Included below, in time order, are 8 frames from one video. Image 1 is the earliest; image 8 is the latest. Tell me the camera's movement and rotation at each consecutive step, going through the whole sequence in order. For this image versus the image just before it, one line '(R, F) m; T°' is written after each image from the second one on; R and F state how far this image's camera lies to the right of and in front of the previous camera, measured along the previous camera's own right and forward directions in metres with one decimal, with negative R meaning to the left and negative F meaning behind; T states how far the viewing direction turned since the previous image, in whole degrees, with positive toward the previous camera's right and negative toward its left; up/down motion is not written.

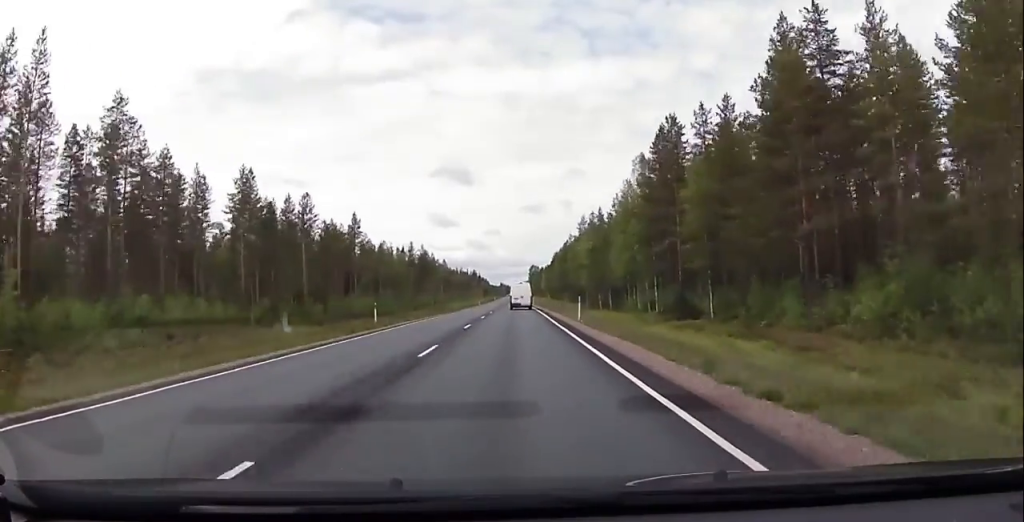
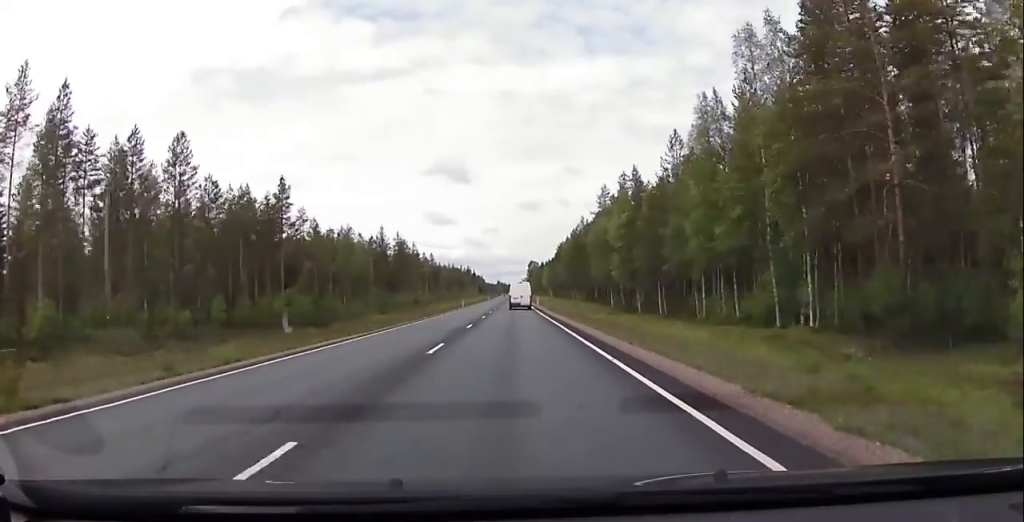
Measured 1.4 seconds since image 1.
(0.0, +34.8) m; 0°
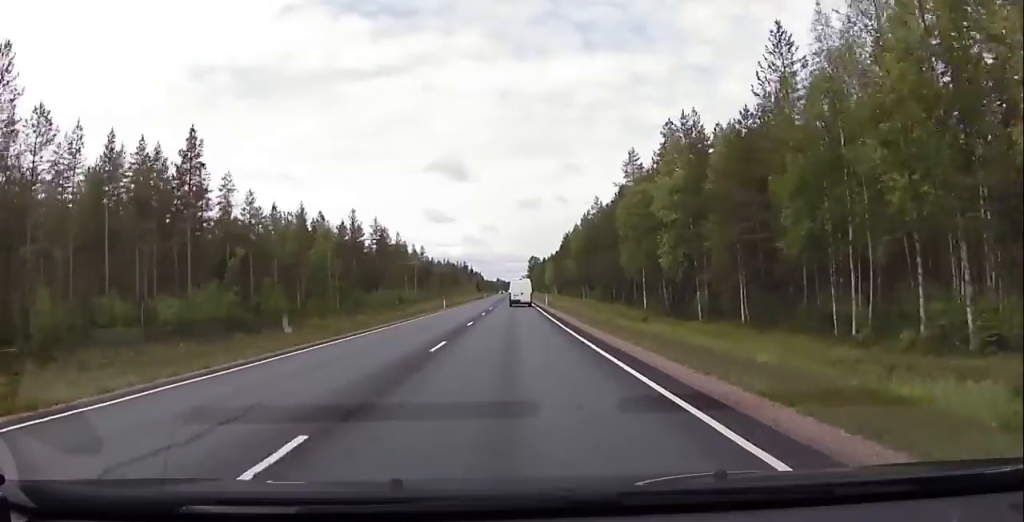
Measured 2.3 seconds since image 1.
(0.0, +23.5) m; 0°
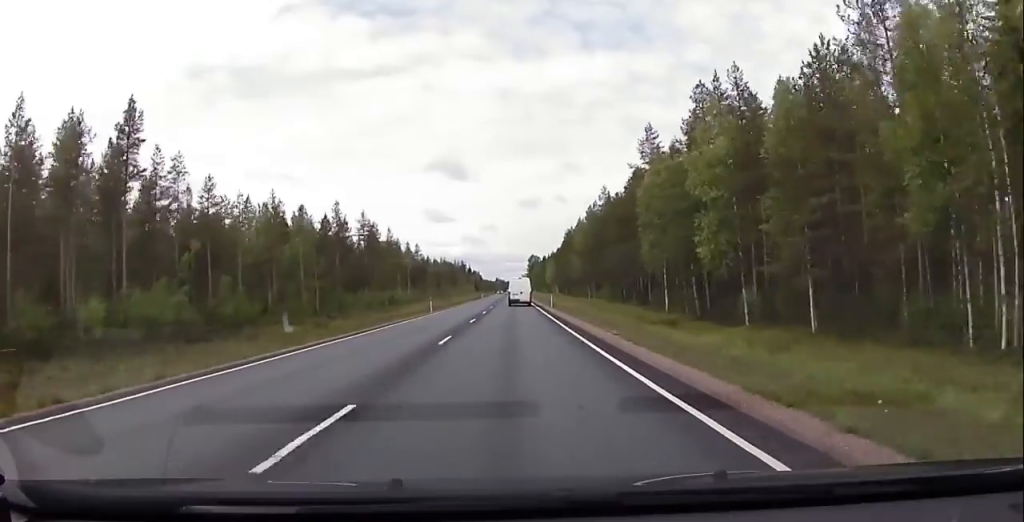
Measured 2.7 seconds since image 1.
(0.0, +10.1) m; 0°
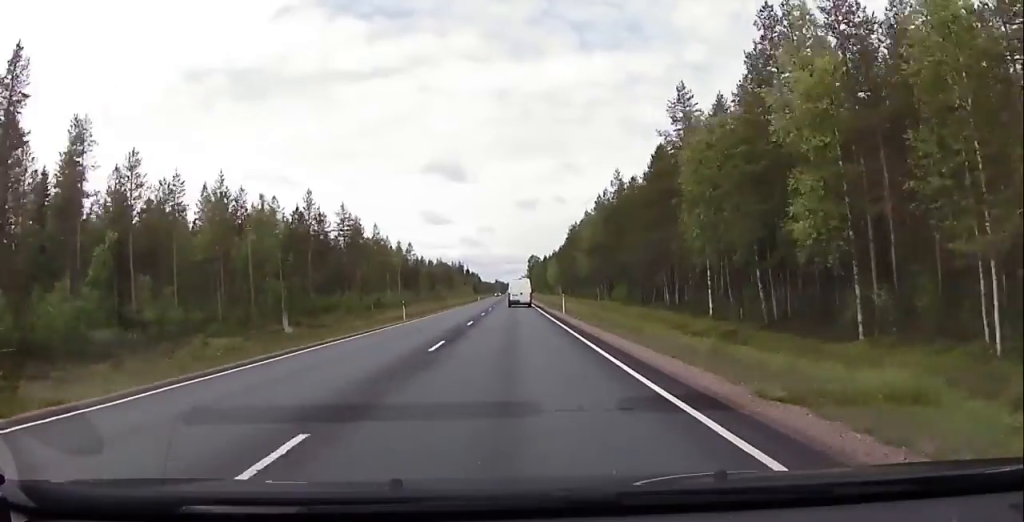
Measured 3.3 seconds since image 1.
(0.0, +13.5) m; 0°
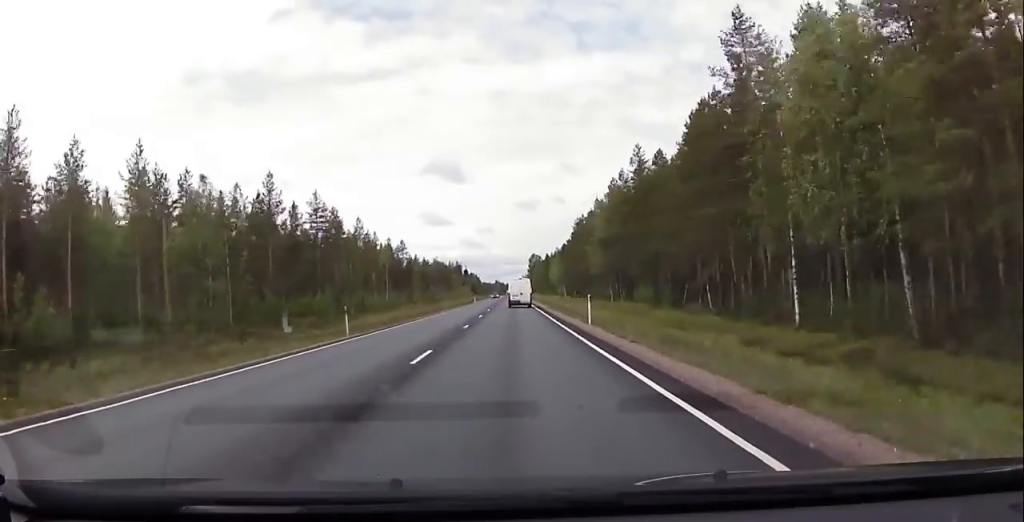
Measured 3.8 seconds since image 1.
(0.0, +14.5) m; 0°
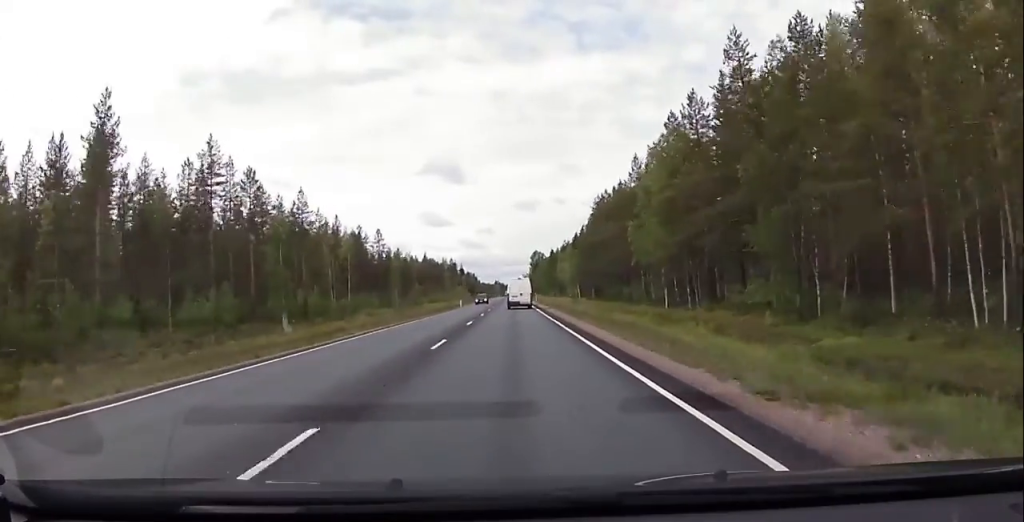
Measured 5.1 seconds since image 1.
(-0.4, +32.6) m; -1°
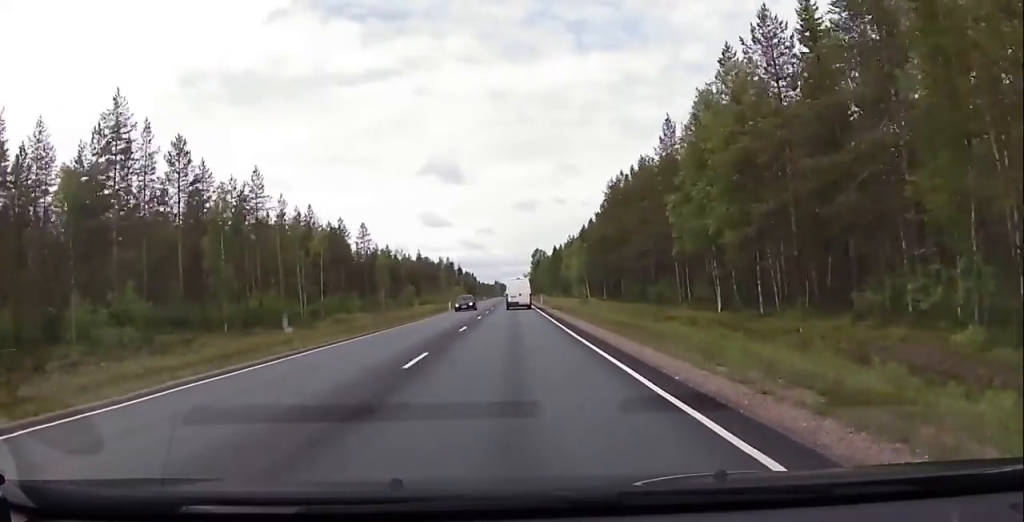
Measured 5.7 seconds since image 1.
(-0.2, +15.5) m; 0°
